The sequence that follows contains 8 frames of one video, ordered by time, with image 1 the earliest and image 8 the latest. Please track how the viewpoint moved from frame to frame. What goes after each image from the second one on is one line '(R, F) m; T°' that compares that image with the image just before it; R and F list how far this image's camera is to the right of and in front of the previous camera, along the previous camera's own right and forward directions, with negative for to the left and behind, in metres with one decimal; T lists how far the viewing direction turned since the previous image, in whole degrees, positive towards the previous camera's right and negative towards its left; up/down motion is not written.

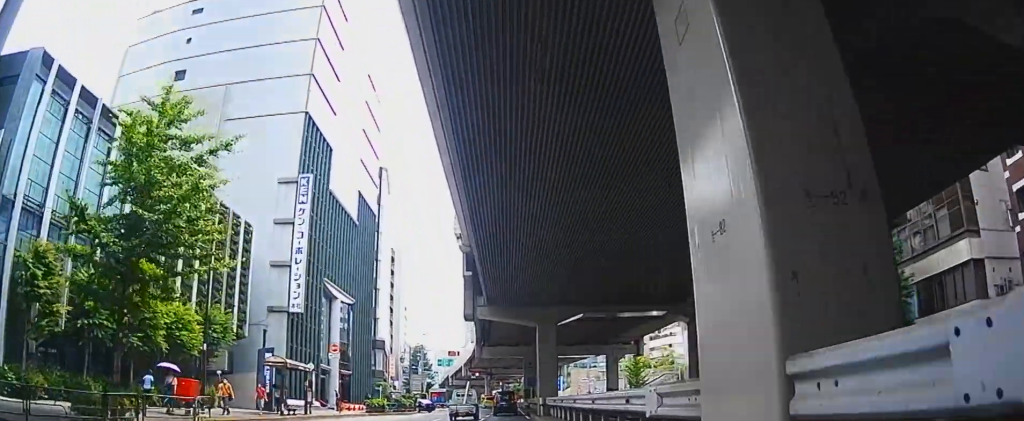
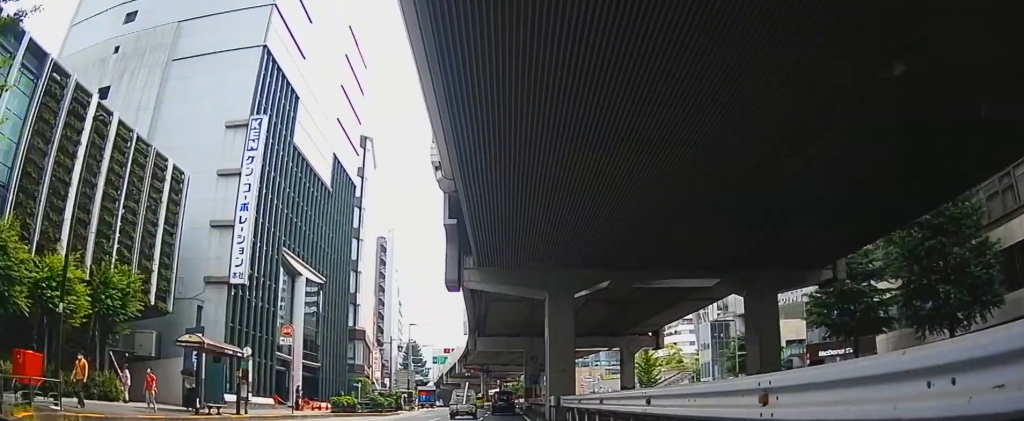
(-1.1, +9.0) m; -5°
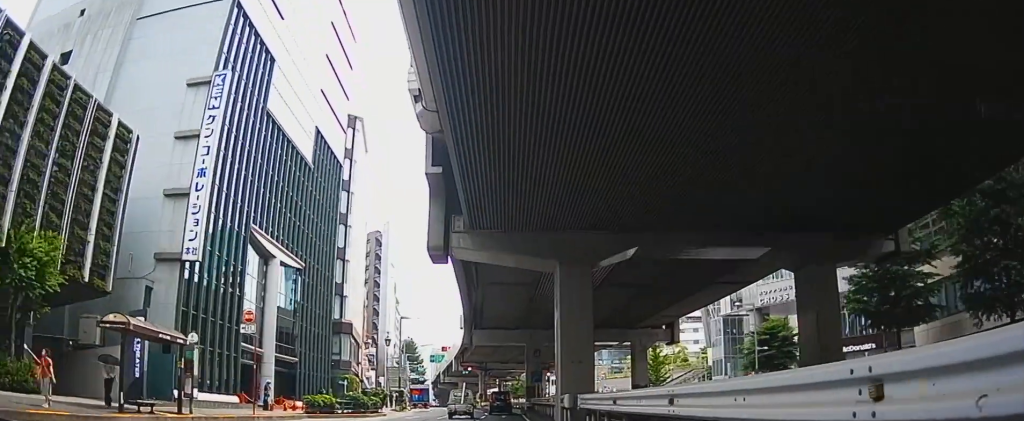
(-0.2, +5.3) m; -3°
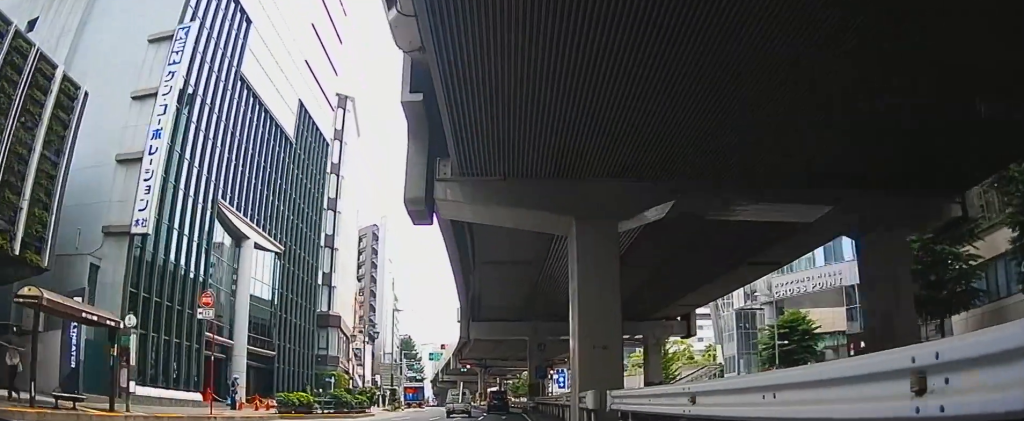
(+0.2, +4.5) m; -3°
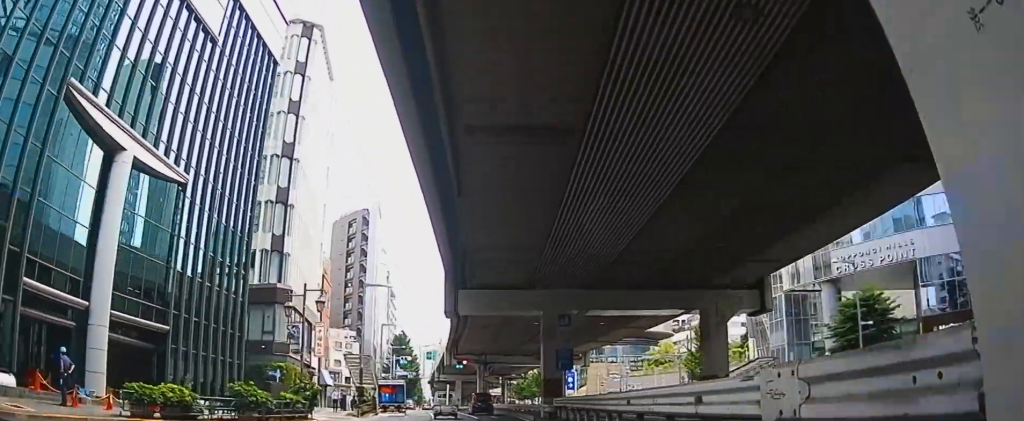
(-1.2, +13.2) m; -1°
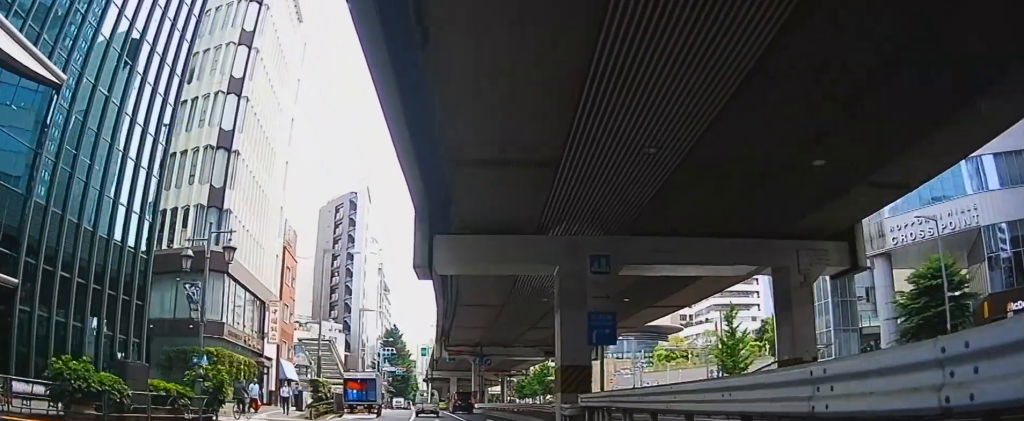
(+0.8, +9.4) m; +4°
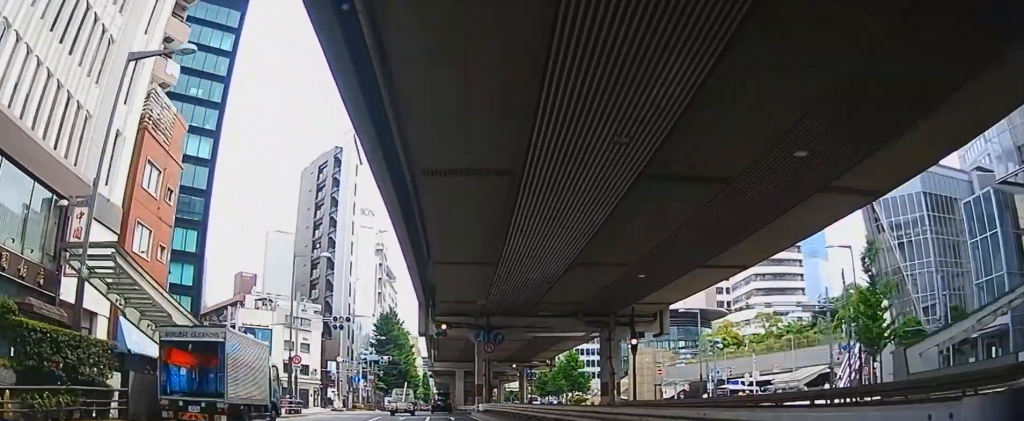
(-0.4, +19.8) m; -7°
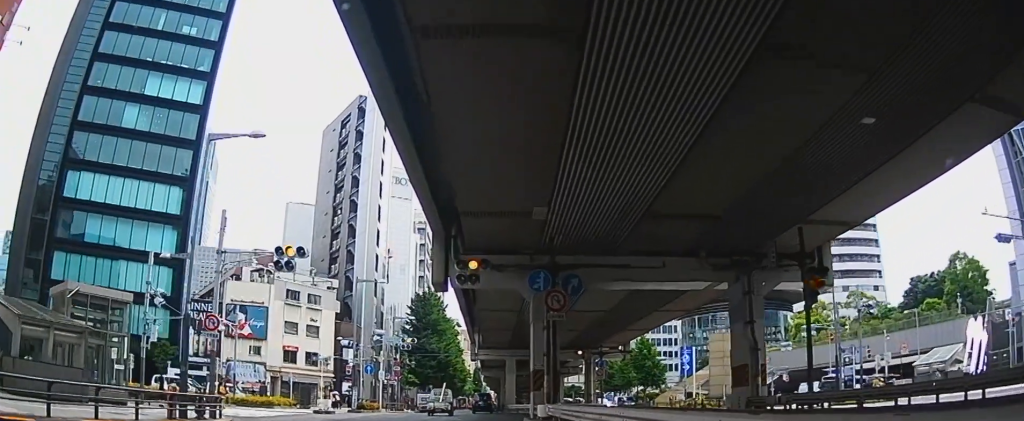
(-0.7, +12.8) m; -14°
